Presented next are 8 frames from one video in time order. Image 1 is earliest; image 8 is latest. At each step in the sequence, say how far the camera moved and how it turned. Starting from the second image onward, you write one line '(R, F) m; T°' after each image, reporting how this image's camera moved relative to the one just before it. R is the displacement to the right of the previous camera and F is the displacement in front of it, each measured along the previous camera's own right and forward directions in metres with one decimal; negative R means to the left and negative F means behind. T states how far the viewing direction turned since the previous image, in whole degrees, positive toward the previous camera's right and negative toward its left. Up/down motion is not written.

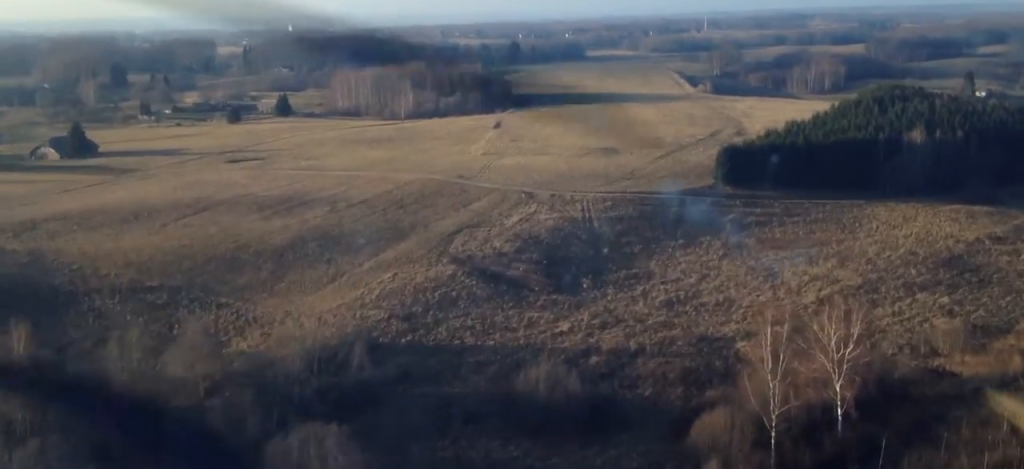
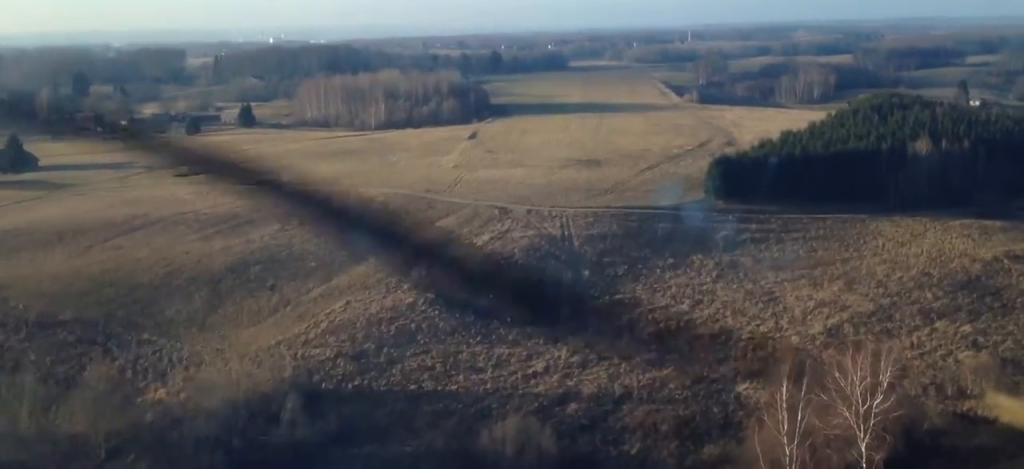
(-0.1, +27.9) m; +1°
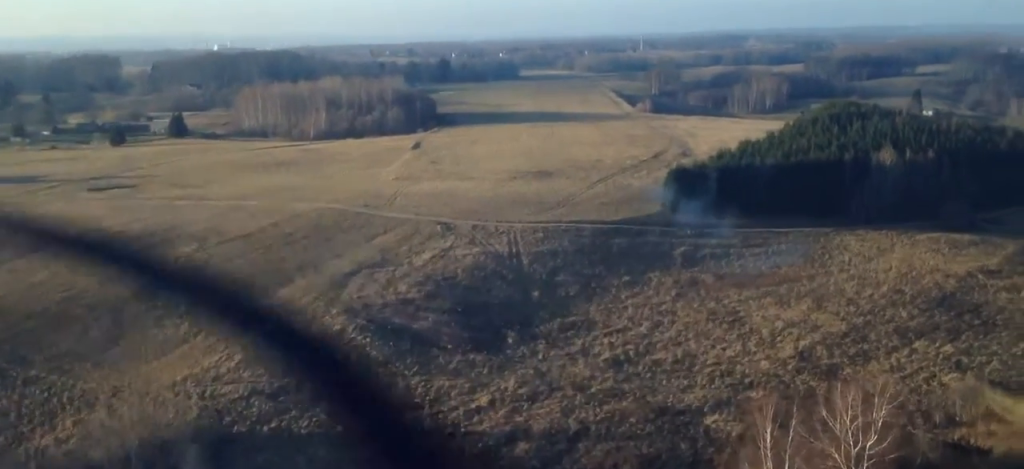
(-0.1, +19.9) m; +2°
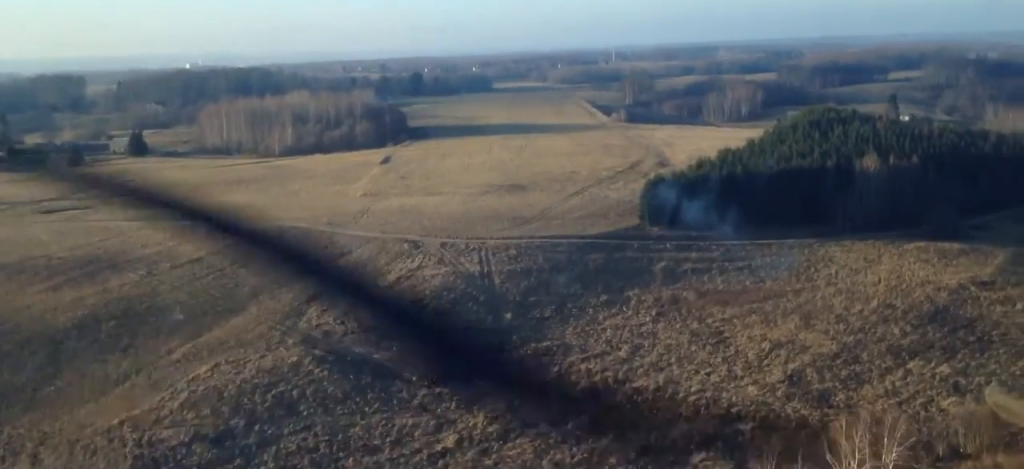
(+0.5, +13.2) m; +1°
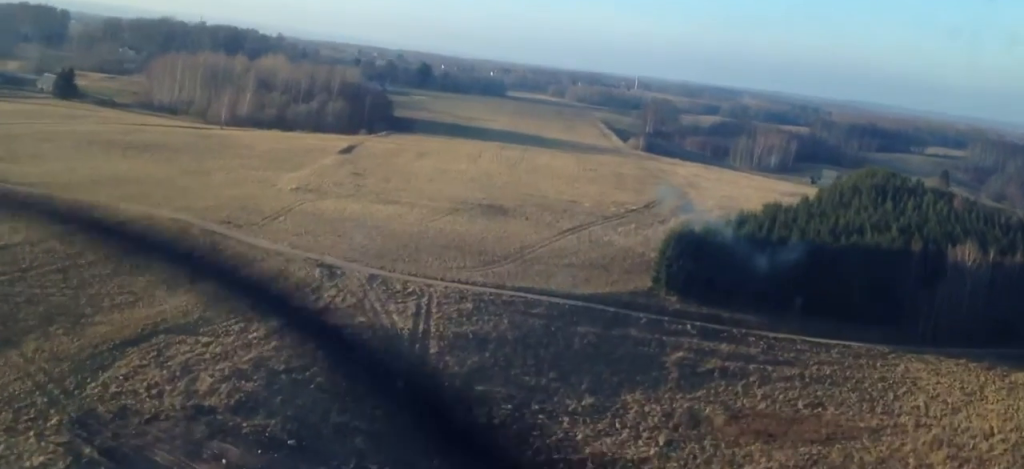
(+2.0, +75.1) m; +1°
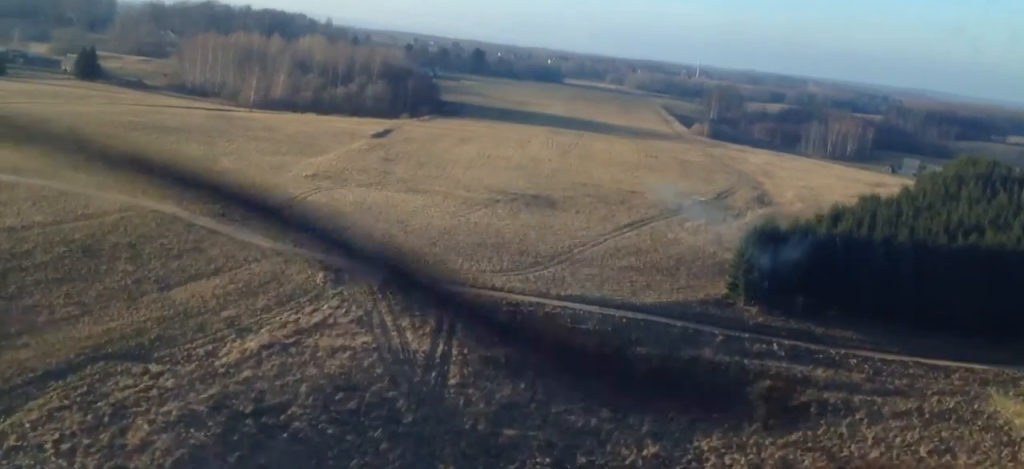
(-0.1, +34.2) m; -1°
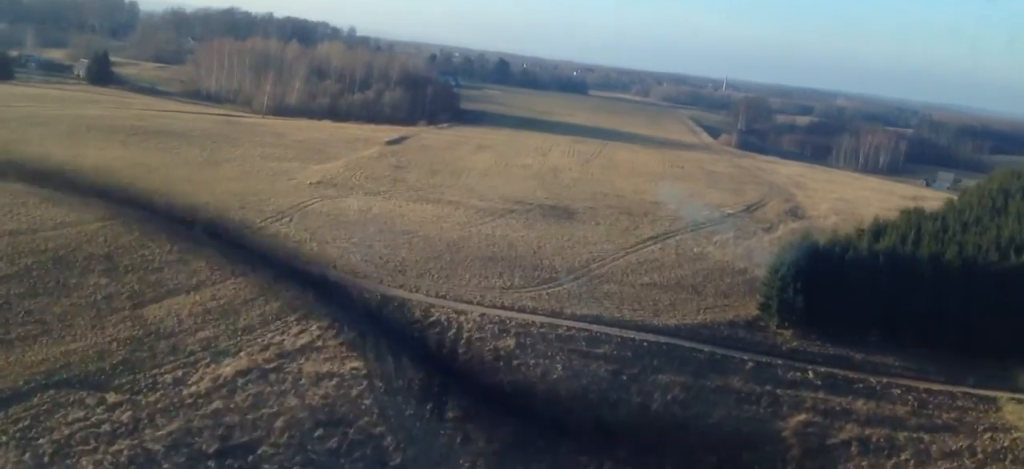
(-0.3, +13.1) m; 0°
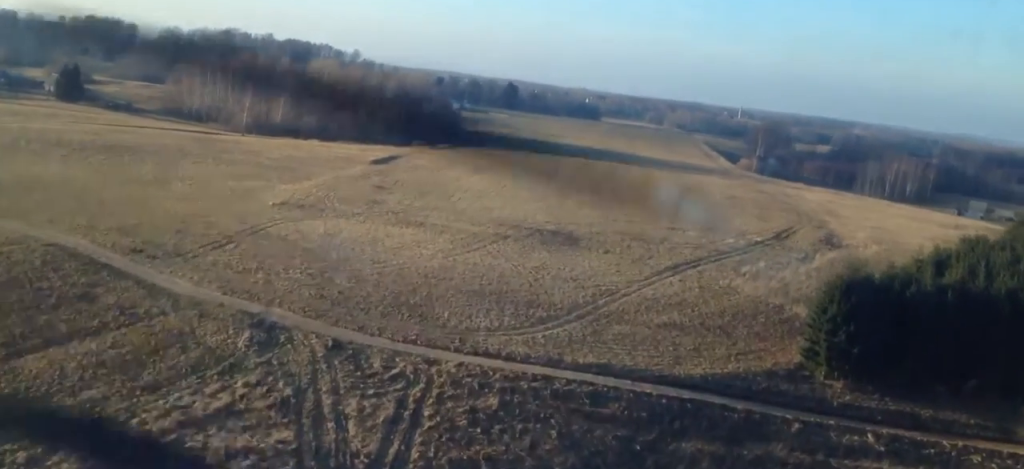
(-0.2, +27.3) m; 0°
